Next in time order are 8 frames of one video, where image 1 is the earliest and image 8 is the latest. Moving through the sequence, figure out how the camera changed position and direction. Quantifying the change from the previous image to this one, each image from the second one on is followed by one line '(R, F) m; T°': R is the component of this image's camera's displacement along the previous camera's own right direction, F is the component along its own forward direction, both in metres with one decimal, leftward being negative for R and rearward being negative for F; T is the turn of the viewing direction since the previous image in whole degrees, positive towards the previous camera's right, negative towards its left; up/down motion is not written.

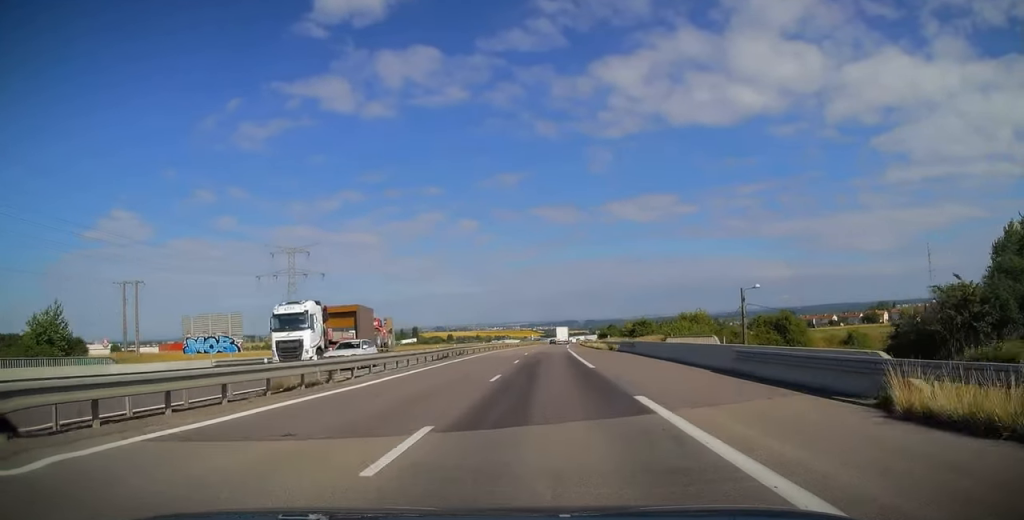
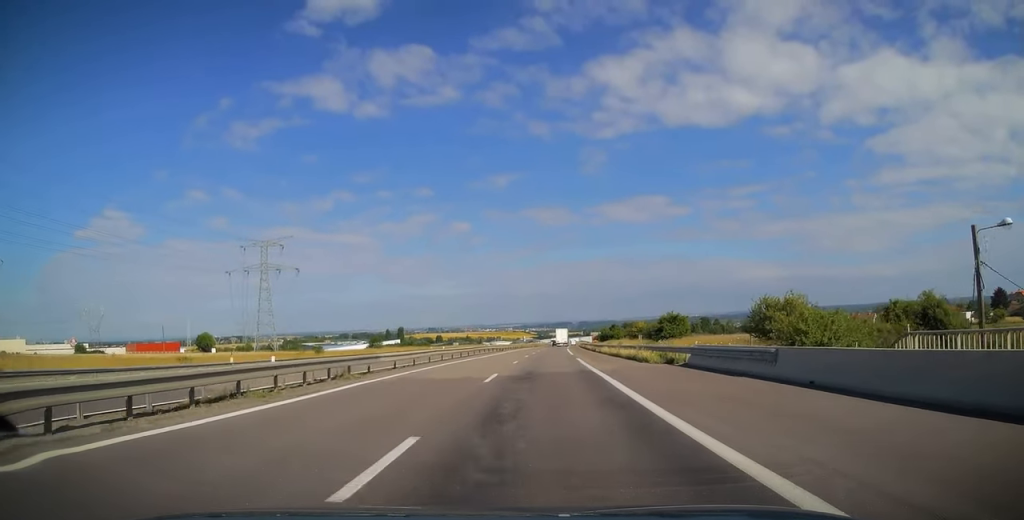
(+0.3, +27.0) m; +1°
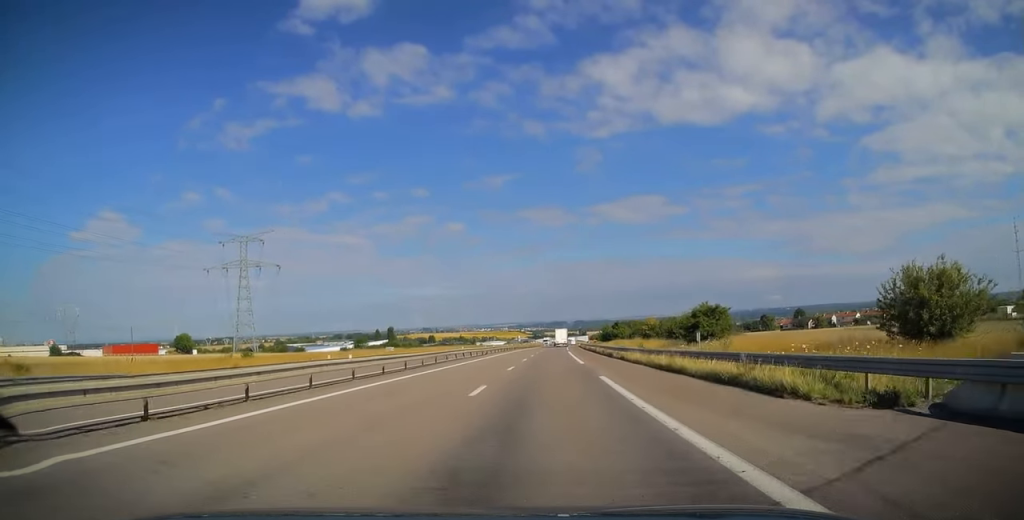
(+0.1, +17.7) m; +1°
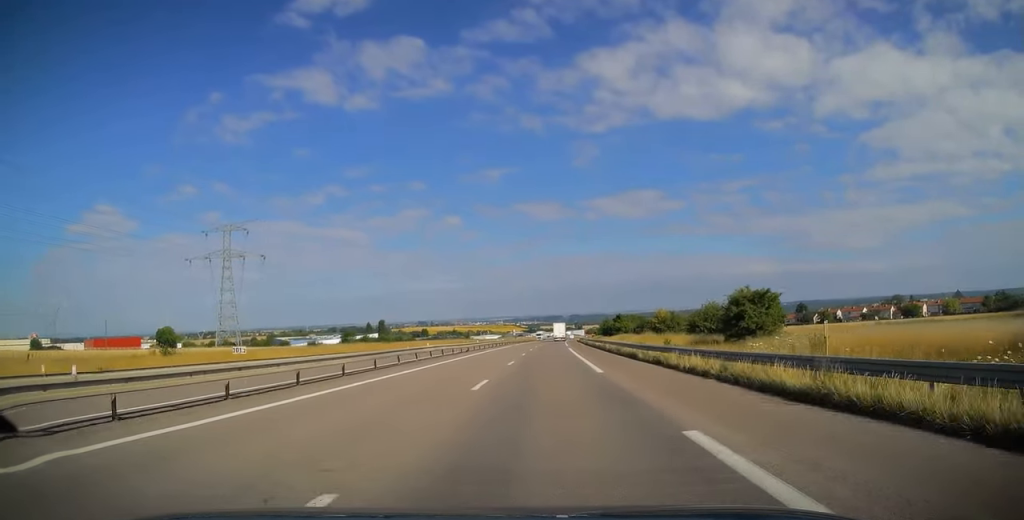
(0.0, +12.8) m; 0°
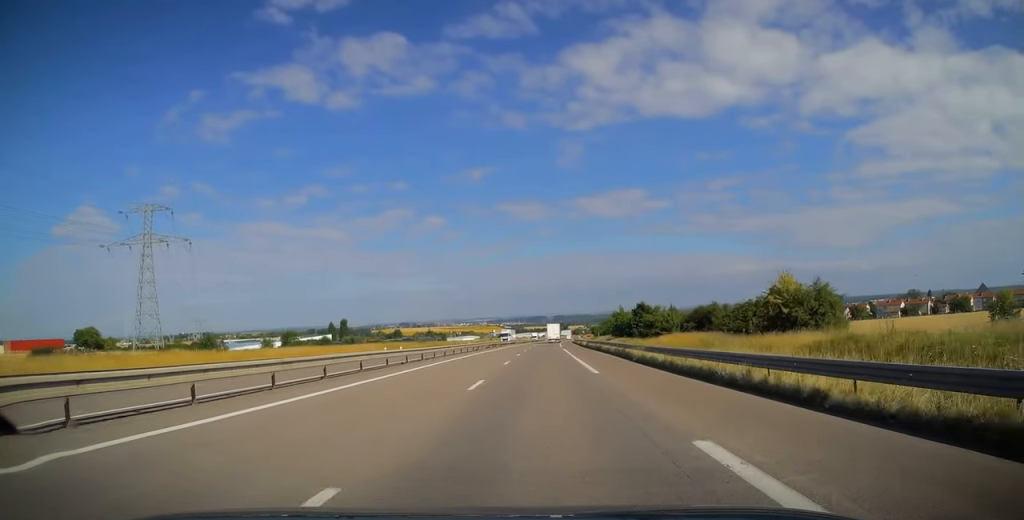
(+0.8, +52.6) m; +1°
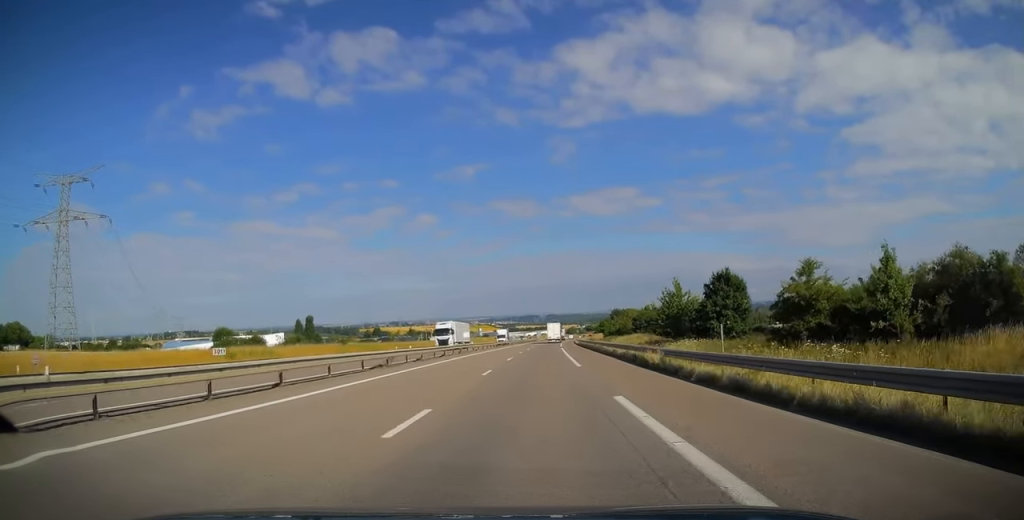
(+0.2, +46.7) m; 0°
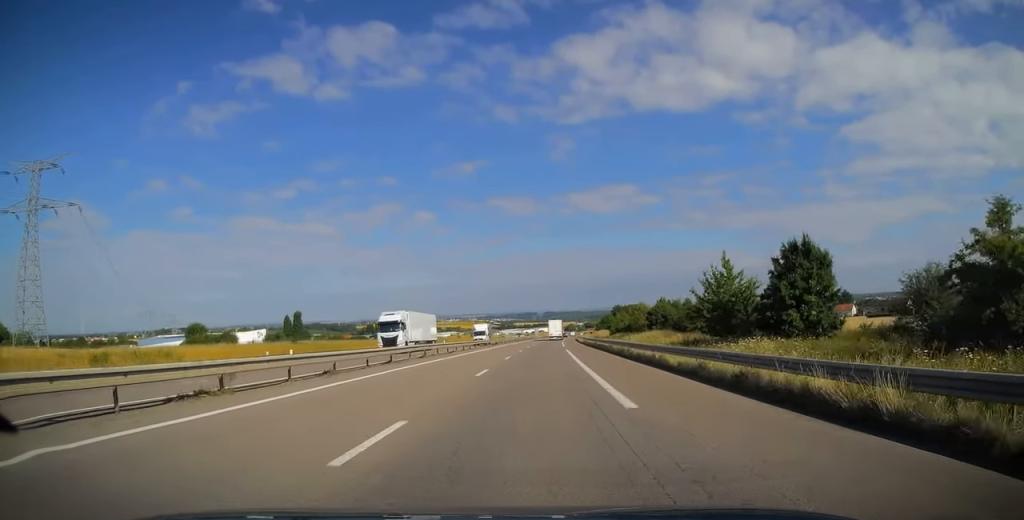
(0.0, +15.2) m; 0°
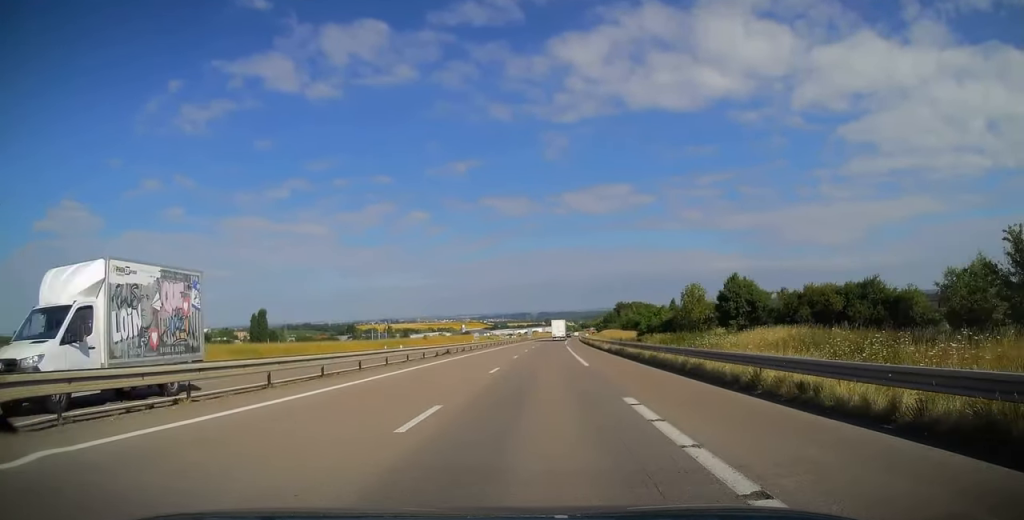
(+0.5, +37.4) m; +1°
